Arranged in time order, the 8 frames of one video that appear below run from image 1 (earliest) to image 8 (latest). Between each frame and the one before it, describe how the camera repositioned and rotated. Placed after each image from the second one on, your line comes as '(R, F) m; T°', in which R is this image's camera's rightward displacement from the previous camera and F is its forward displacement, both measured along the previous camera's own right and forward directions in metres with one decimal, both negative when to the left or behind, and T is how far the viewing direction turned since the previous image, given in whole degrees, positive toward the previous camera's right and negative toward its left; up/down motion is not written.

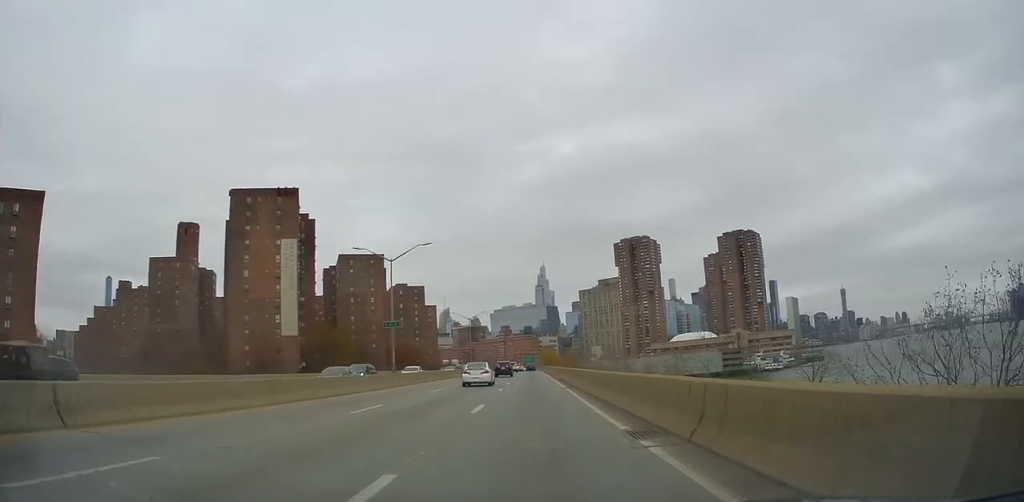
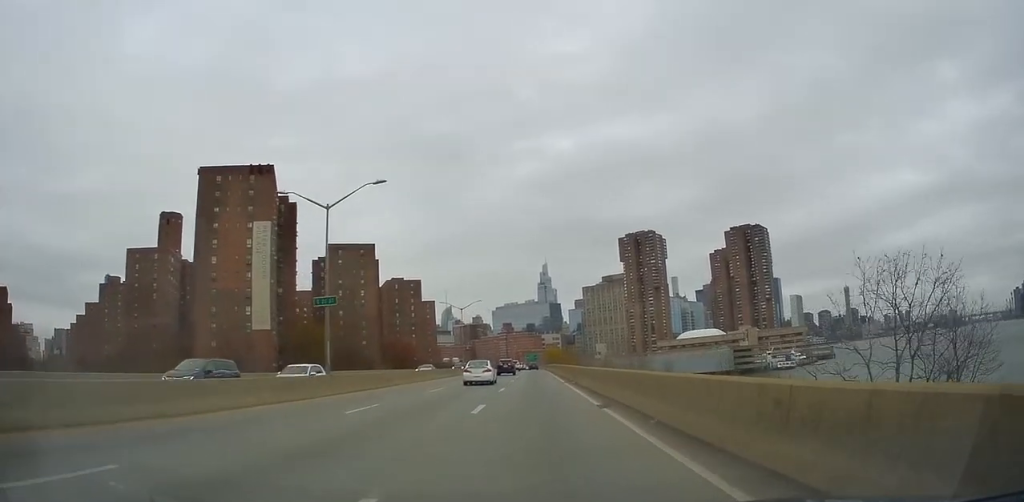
(+0.2, +13.5) m; +1°
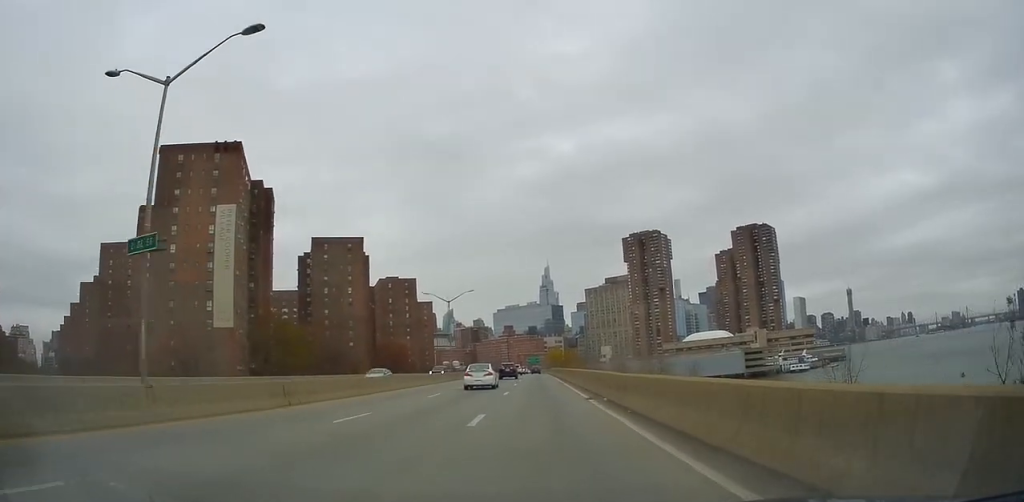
(+0.3, +13.9) m; 0°
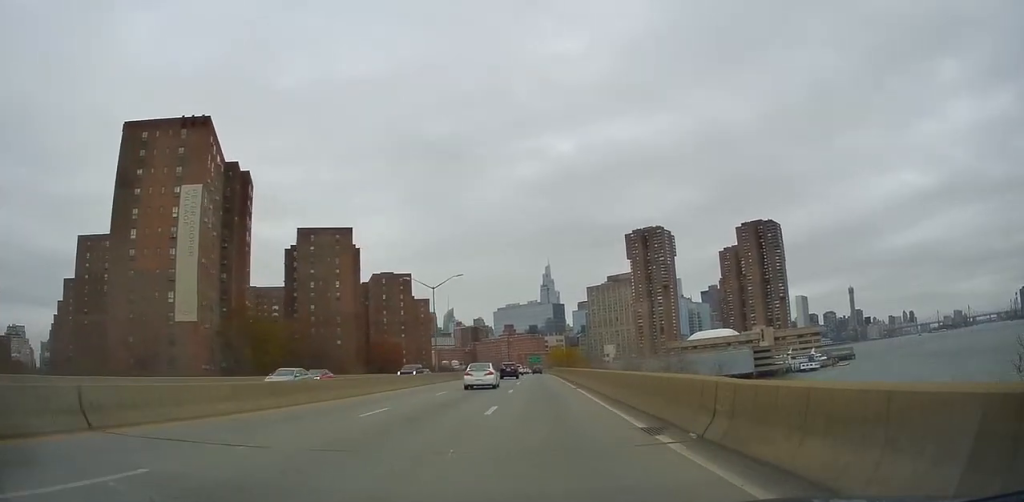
(-0.2, +10.9) m; -1°
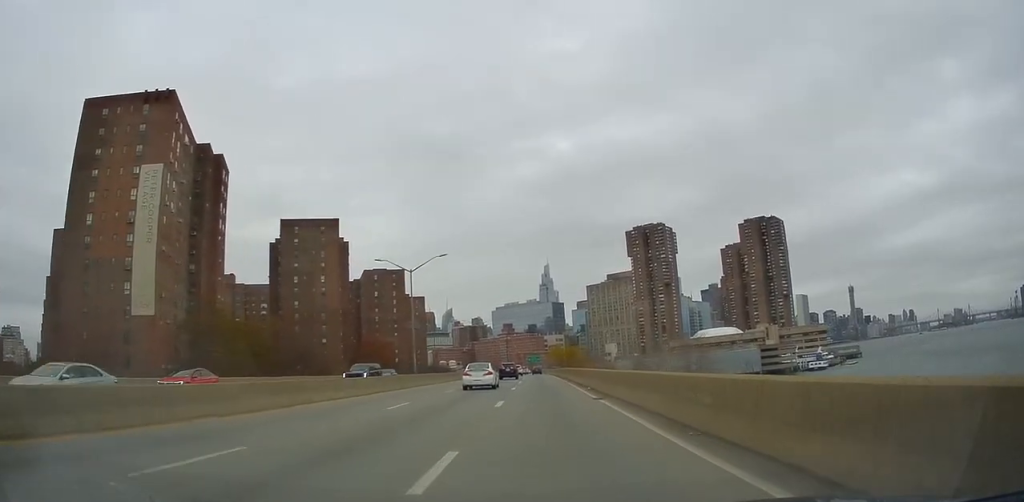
(-0.1, +9.9) m; -1°
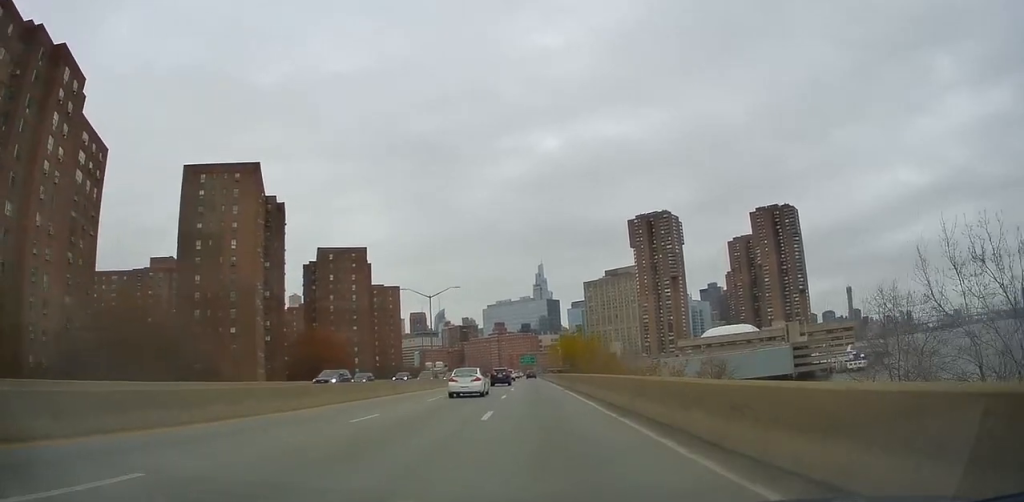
(0.0, +40.9) m; +1°
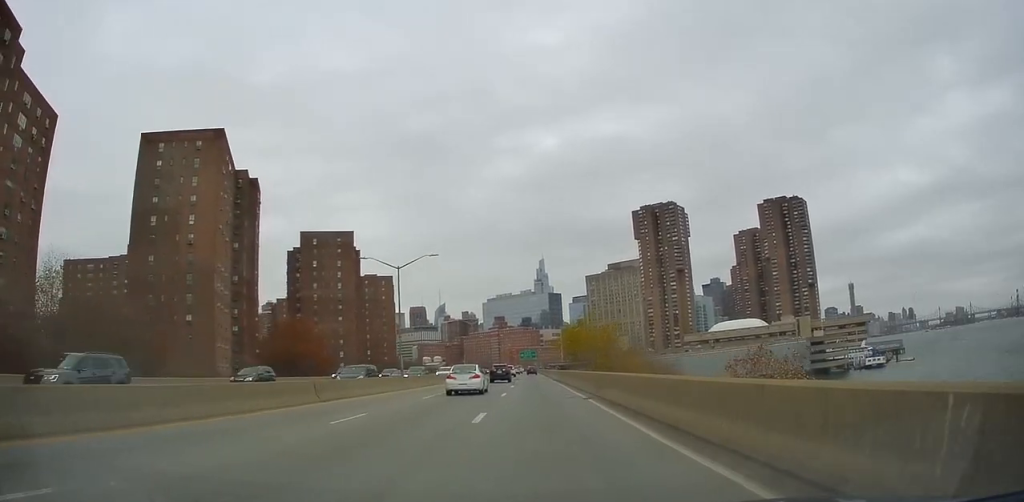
(+0.2, +13.7) m; 0°
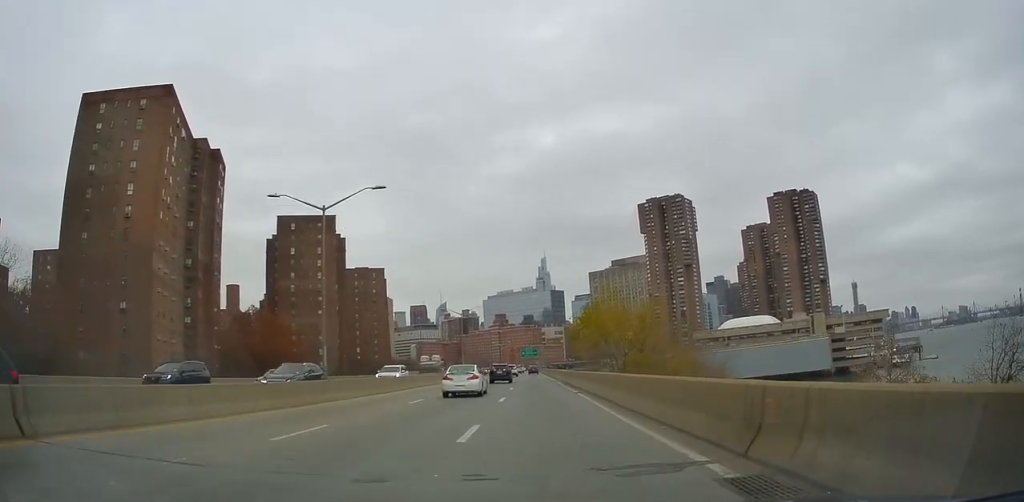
(0.0, +15.8) m; 0°
